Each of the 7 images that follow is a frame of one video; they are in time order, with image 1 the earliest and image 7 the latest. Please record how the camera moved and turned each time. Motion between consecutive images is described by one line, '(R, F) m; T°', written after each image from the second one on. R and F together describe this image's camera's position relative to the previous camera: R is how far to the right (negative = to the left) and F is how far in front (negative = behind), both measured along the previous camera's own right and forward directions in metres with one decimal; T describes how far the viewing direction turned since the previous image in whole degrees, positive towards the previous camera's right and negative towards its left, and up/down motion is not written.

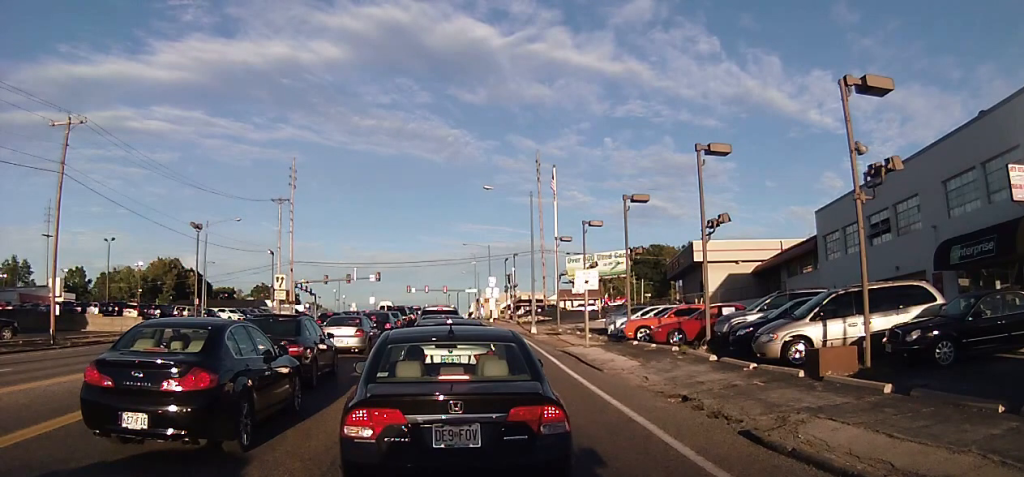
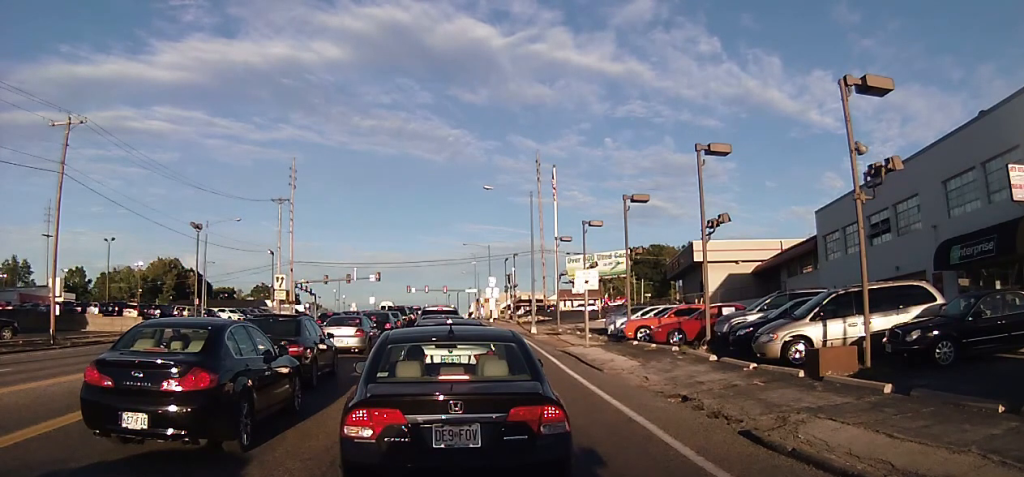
(0.0, 0.0) m; 0°
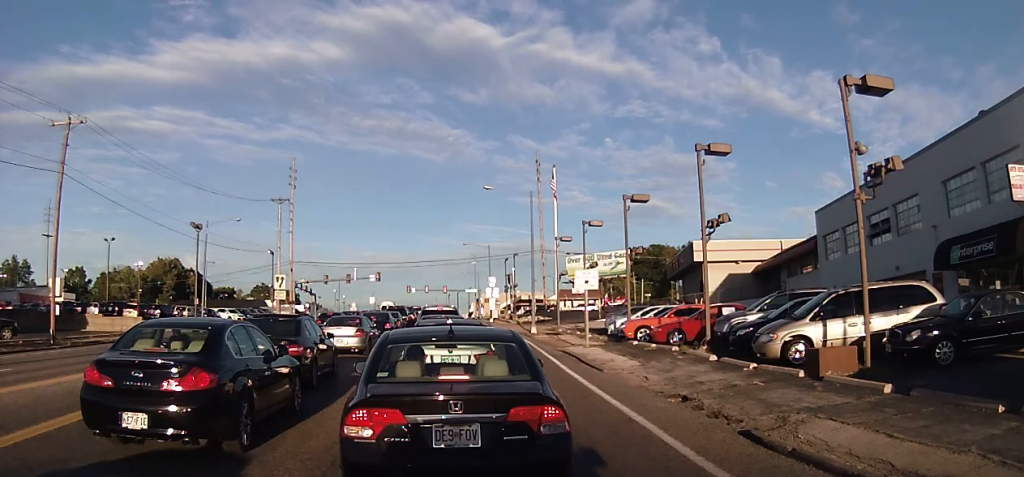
(0.0, 0.0) m; 0°
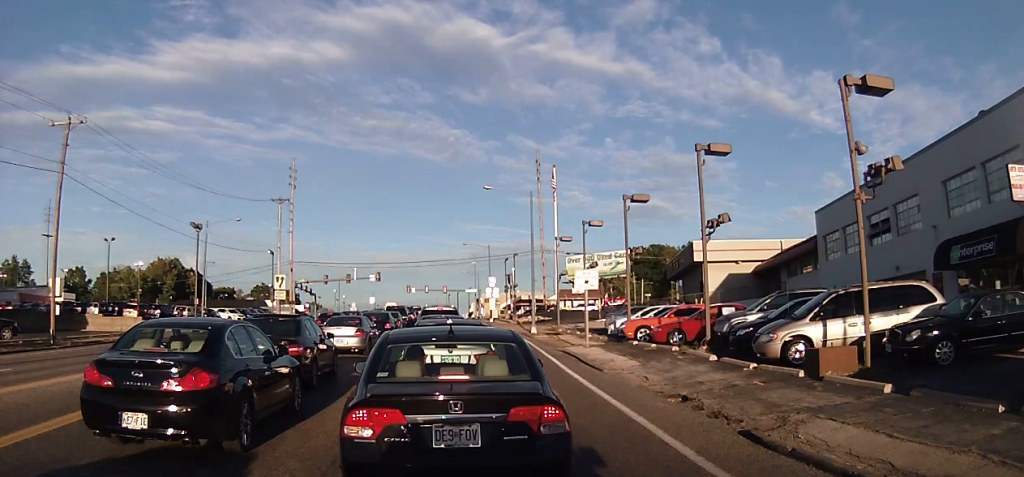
(0.0, 0.0) m; 0°
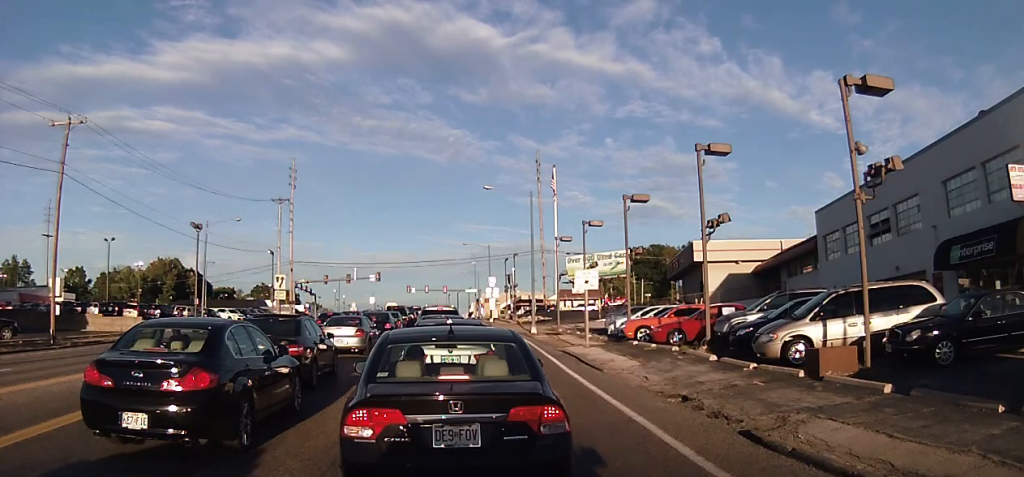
(0.0, 0.0) m; 0°
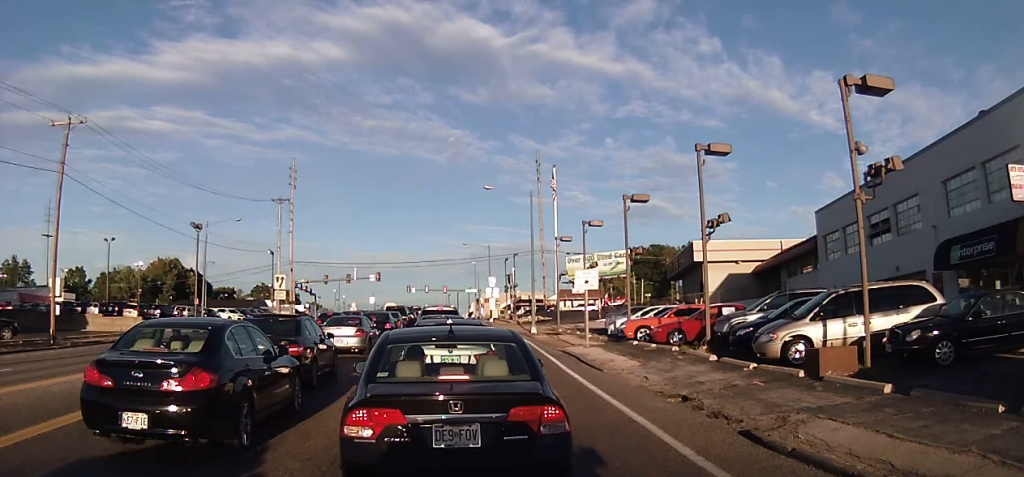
(0.0, 0.0) m; 0°
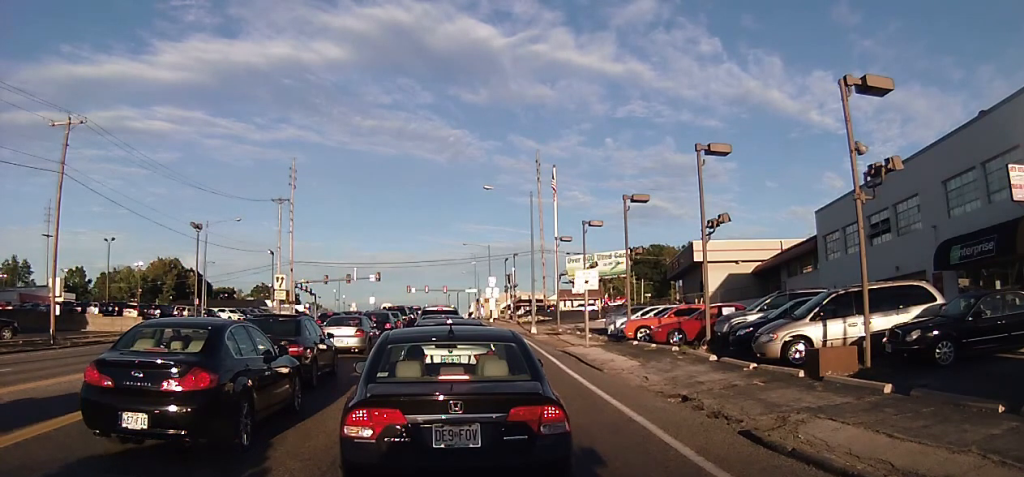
(0.0, 0.0) m; 0°
